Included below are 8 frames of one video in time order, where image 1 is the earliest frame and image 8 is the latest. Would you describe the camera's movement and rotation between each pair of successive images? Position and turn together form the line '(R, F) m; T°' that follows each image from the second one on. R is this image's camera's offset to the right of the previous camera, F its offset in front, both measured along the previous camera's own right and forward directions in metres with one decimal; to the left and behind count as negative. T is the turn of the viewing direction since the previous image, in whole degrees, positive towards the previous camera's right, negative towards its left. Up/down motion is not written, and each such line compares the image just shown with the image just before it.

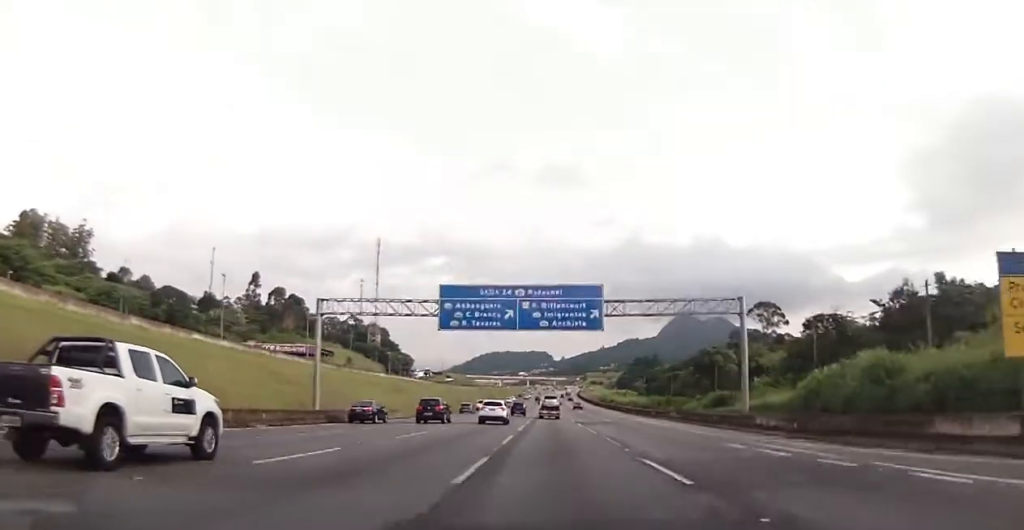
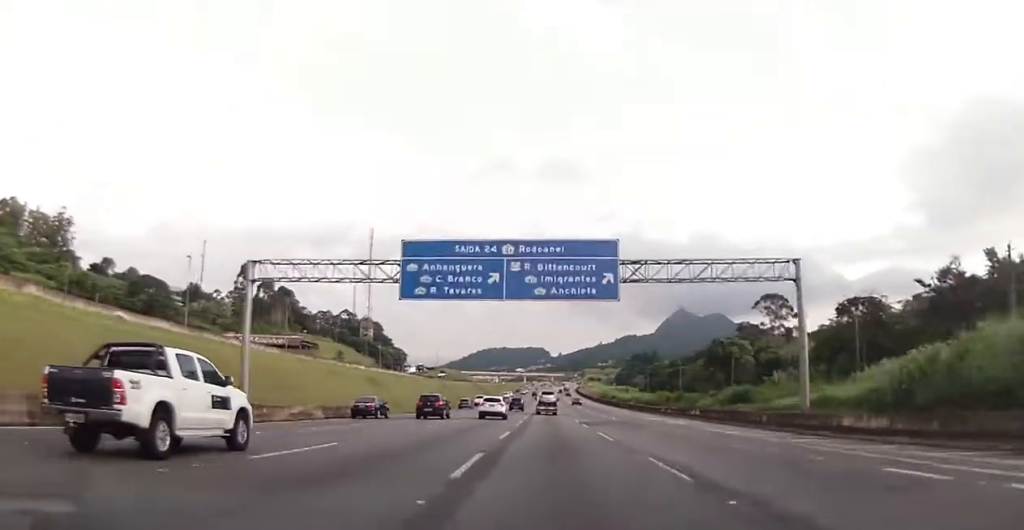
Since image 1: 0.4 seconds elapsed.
(0.0, +11.6) m; 0°
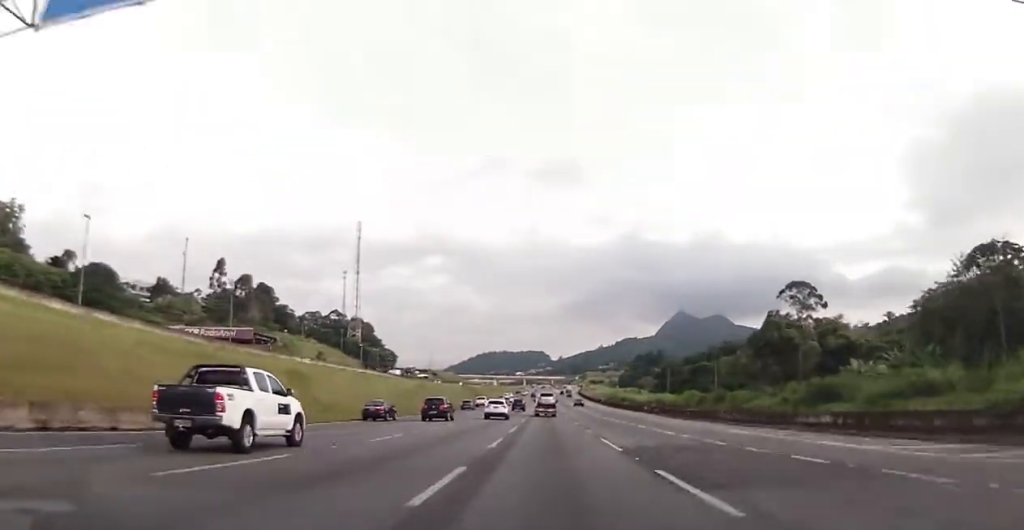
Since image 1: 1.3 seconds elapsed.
(+0.2, +27.0) m; +1°
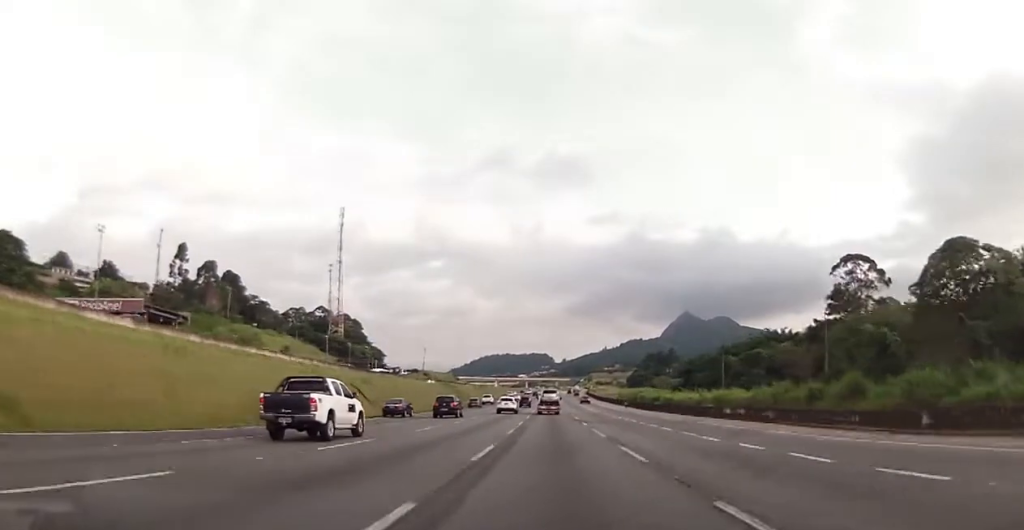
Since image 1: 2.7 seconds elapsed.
(+0.5, +40.7) m; 0°
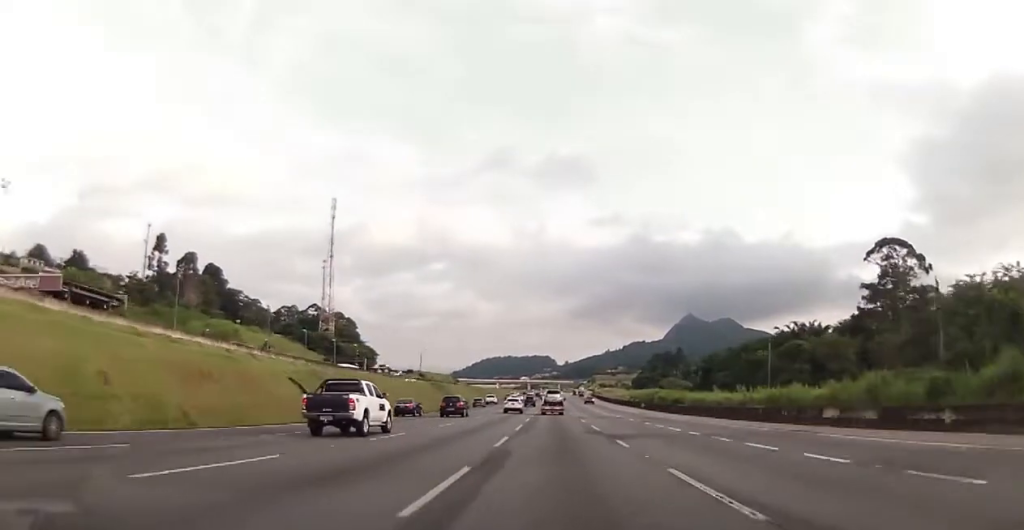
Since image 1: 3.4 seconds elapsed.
(-0.2, +19.5) m; 0°
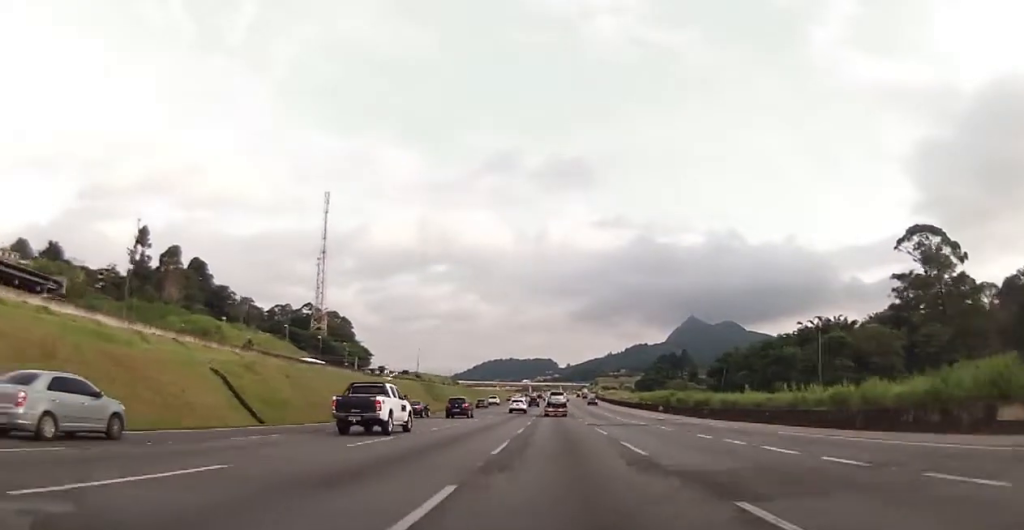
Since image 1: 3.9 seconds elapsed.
(-0.3, +14.6) m; 0°
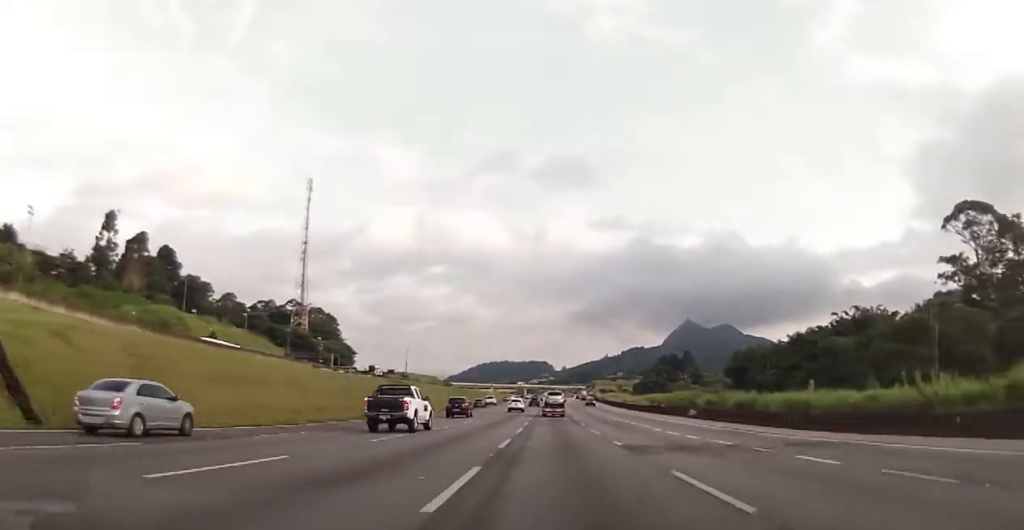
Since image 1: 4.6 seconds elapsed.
(+0.3, +21.4) m; +1°
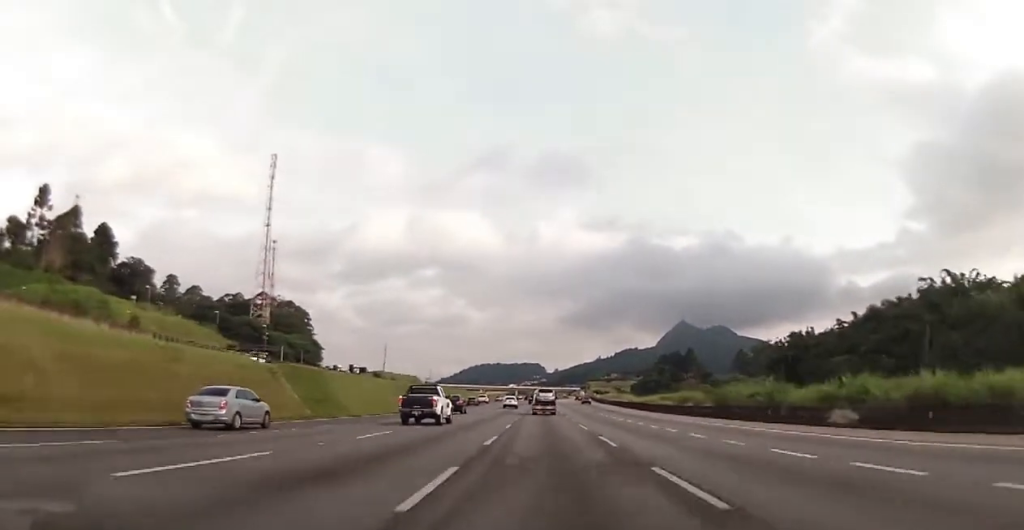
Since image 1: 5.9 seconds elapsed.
(+0.2, +35.8) m; -1°
